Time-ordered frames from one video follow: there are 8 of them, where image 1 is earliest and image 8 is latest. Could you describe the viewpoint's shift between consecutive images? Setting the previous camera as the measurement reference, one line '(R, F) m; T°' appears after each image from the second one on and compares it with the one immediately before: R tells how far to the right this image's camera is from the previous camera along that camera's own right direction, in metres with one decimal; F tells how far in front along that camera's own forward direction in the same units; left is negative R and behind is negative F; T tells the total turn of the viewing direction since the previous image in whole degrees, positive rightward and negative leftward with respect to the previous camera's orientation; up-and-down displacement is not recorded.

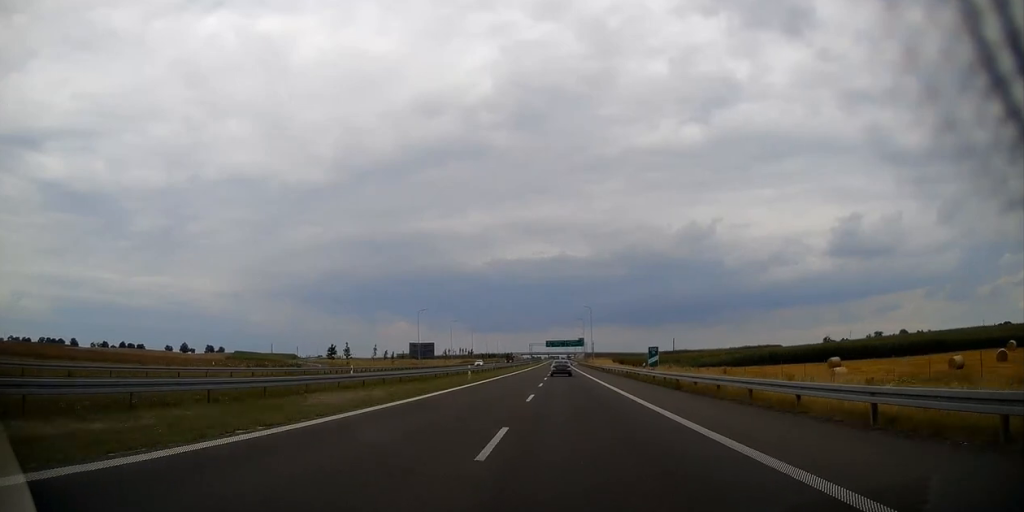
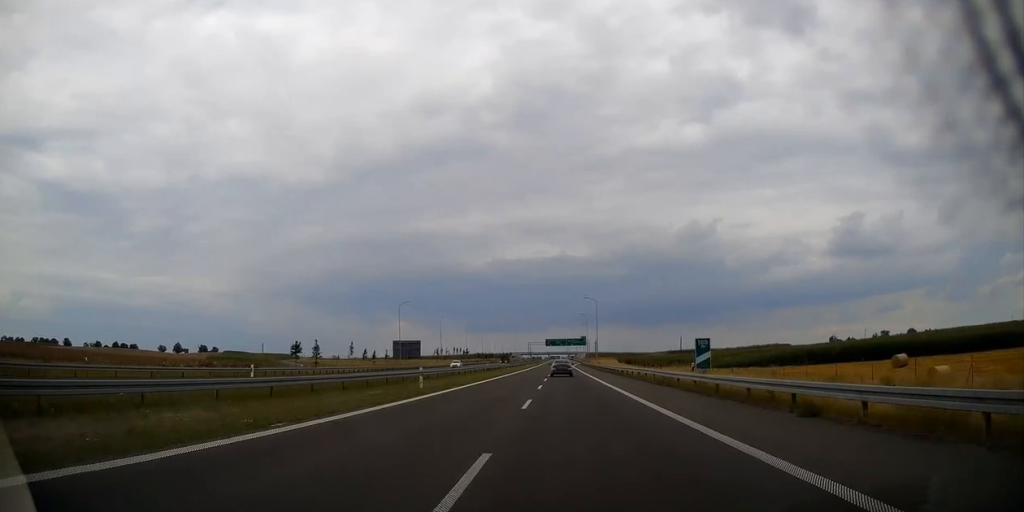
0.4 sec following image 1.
(0.0, +15.5) m; 0°
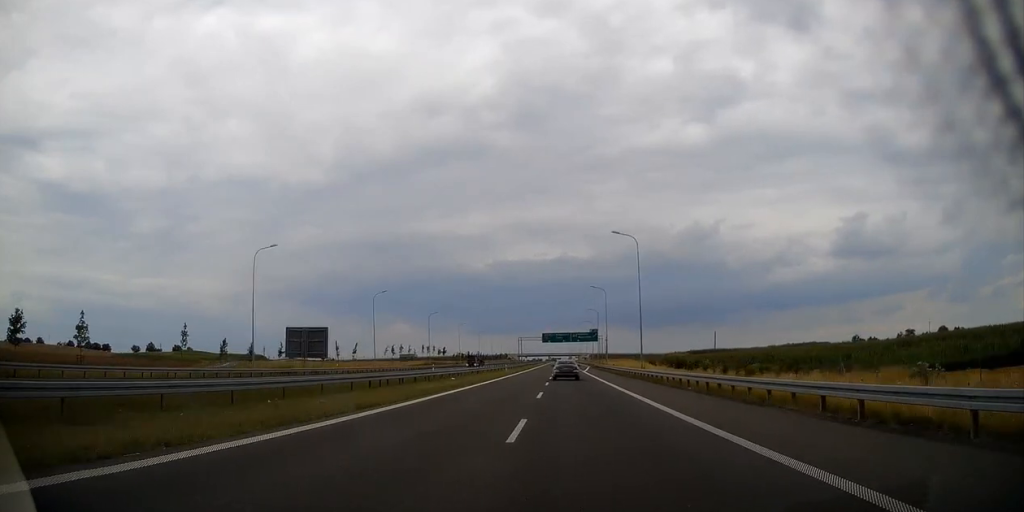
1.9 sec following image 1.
(-0.3, +54.0) m; 0°
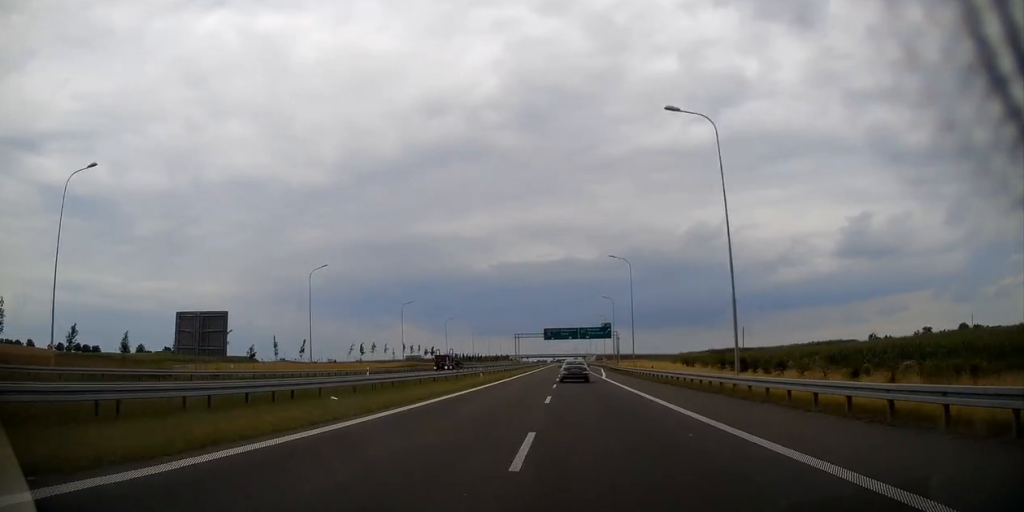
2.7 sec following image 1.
(-0.1, +26.6) m; 0°
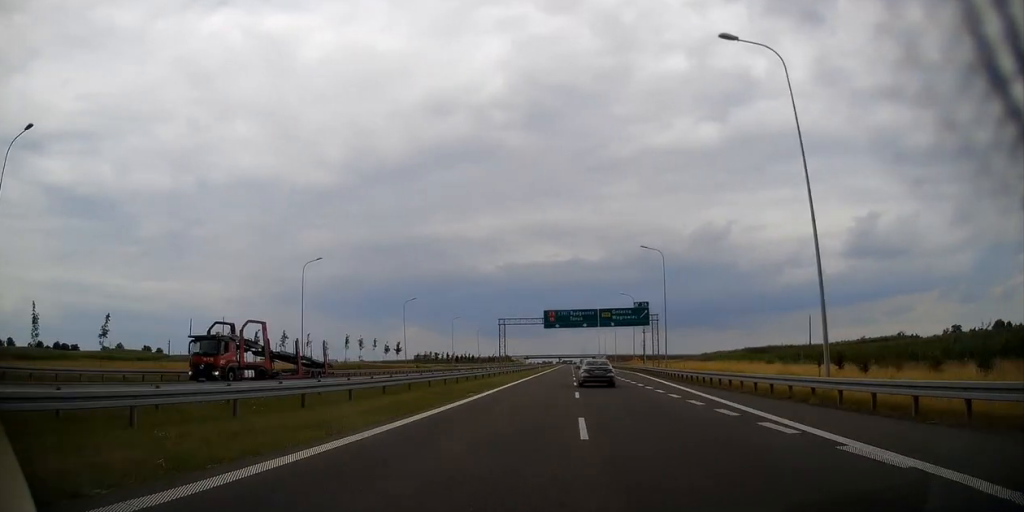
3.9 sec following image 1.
(0.0, +45.2) m; -1°
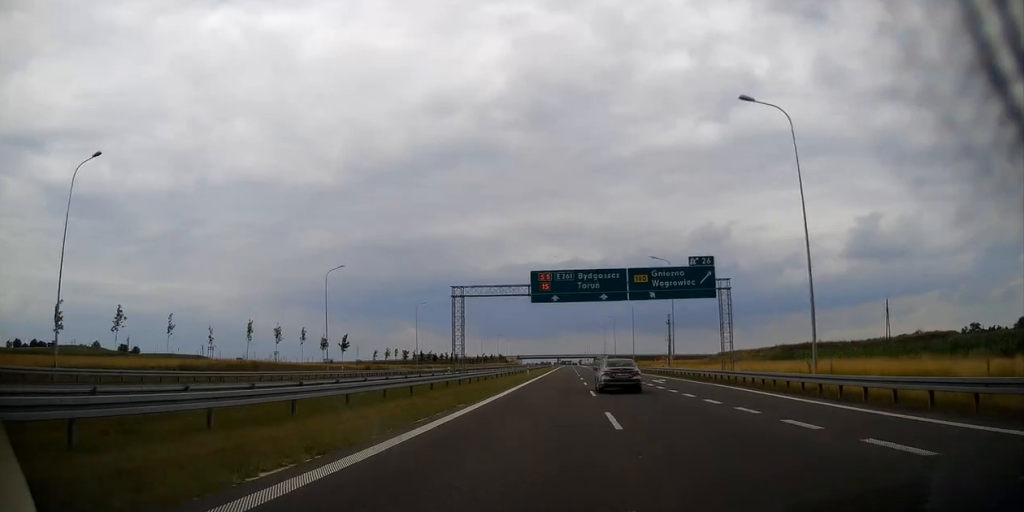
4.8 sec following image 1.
(-0.3, +34.6) m; 0°
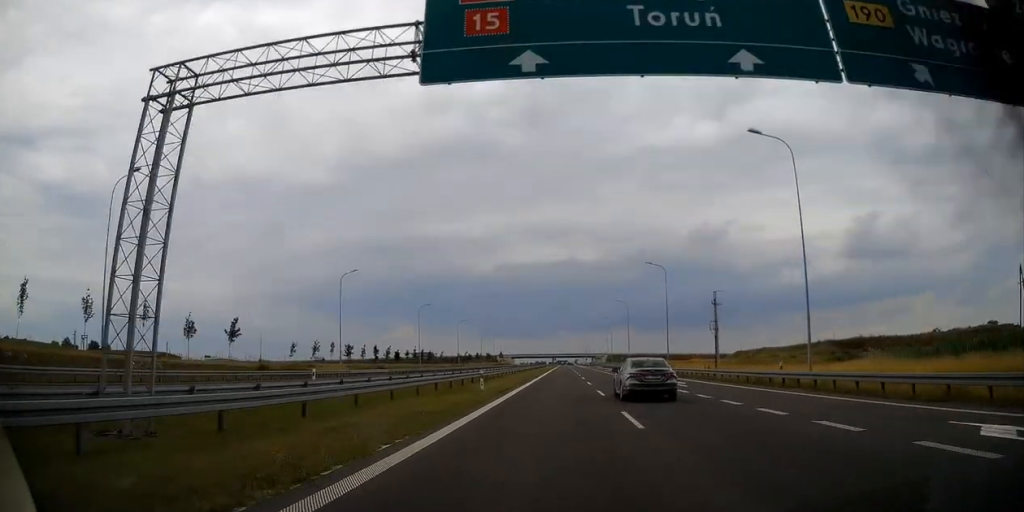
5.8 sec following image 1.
(+0.1, +36.1) m; 0°
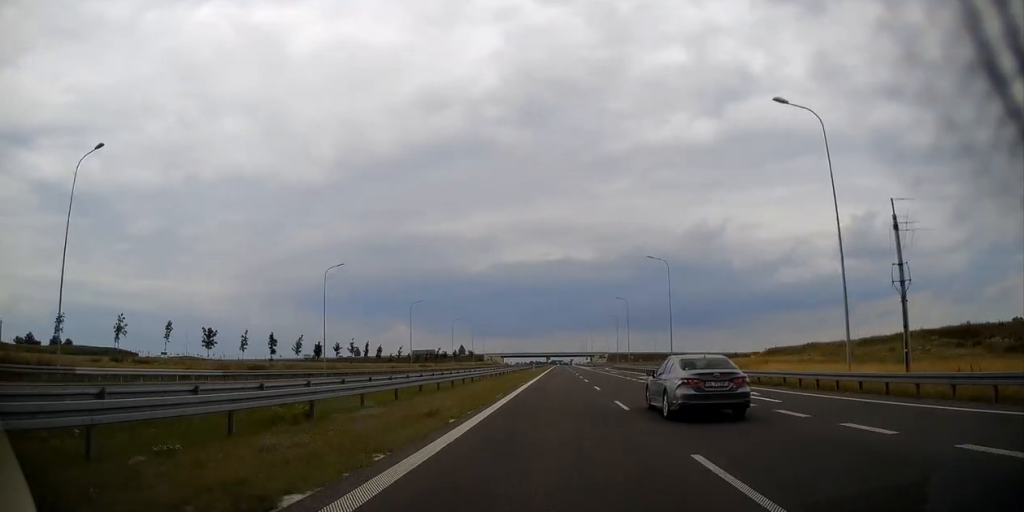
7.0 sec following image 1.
(+0.2, +43.8) m; 0°
